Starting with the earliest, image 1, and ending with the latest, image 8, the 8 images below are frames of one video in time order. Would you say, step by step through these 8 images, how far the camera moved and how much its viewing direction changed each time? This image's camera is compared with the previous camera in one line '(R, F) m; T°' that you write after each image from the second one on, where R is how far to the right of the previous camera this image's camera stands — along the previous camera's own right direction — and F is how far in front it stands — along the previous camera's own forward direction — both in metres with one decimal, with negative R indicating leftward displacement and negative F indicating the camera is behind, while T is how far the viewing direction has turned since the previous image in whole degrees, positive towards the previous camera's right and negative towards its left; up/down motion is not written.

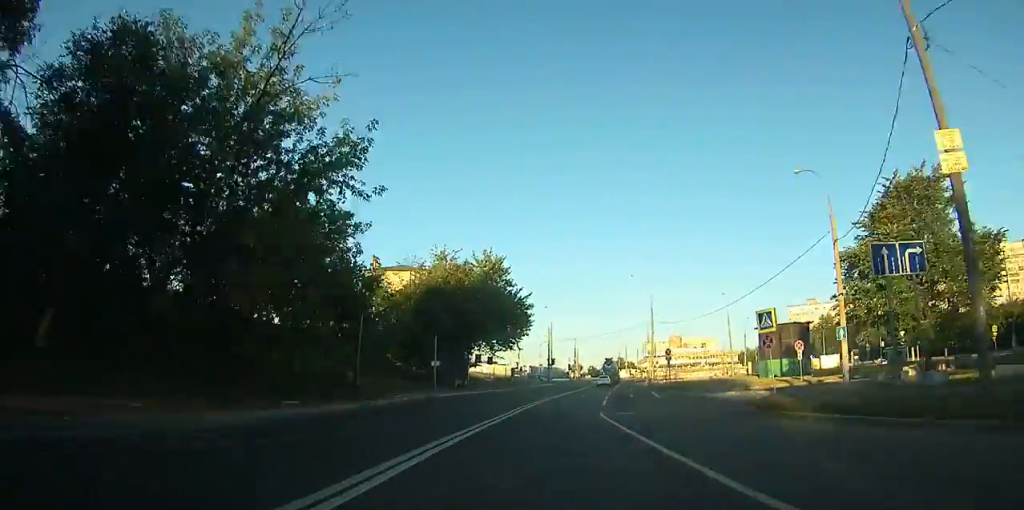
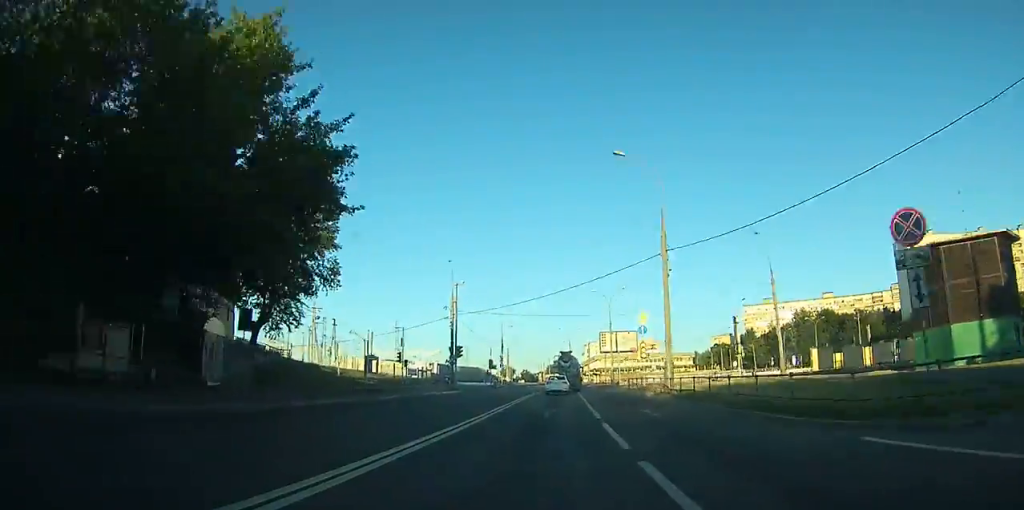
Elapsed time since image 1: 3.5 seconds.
(+0.9, +42.6) m; +3°
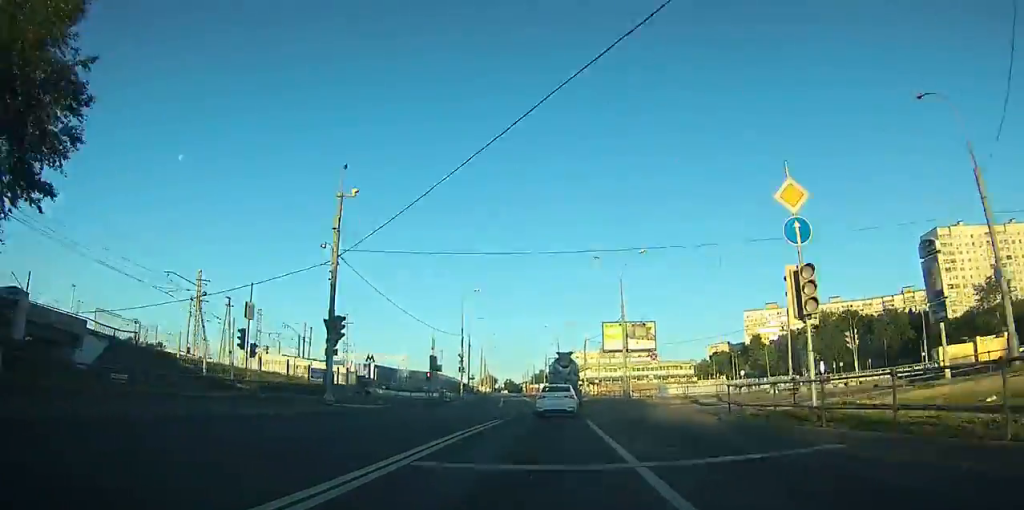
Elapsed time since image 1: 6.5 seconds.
(+0.8, +31.4) m; +3°
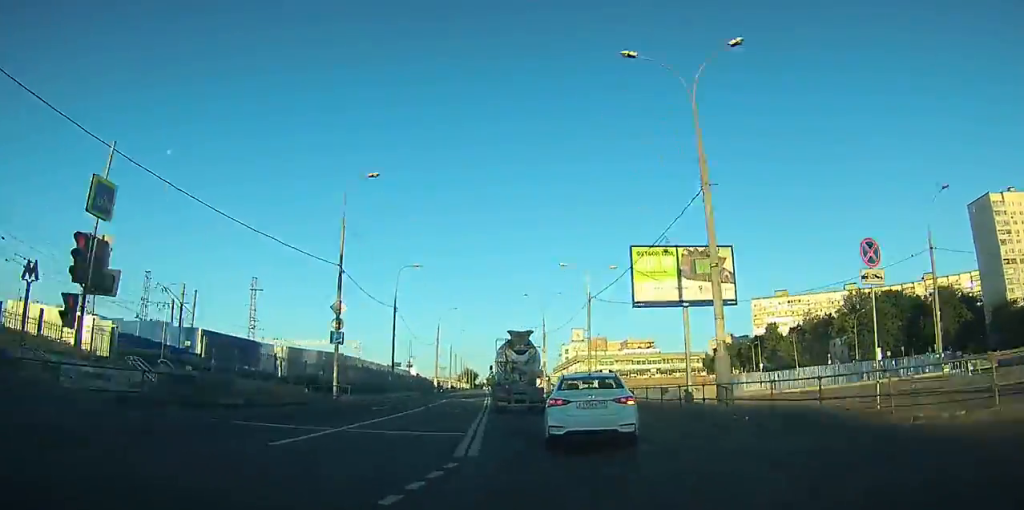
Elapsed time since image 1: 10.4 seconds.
(+1.0, +36.7) m; +1°
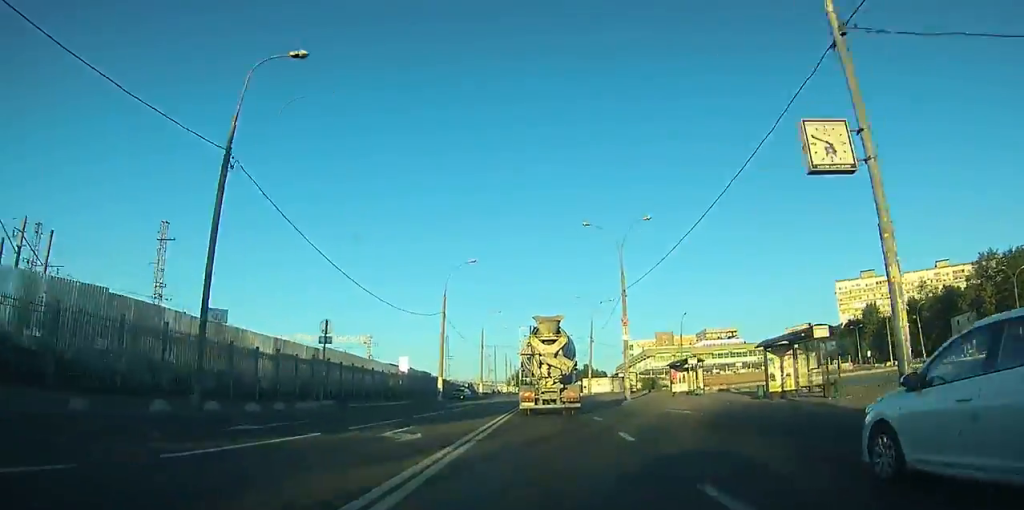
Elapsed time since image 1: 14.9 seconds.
(-1.0, +36.9) m; -3°
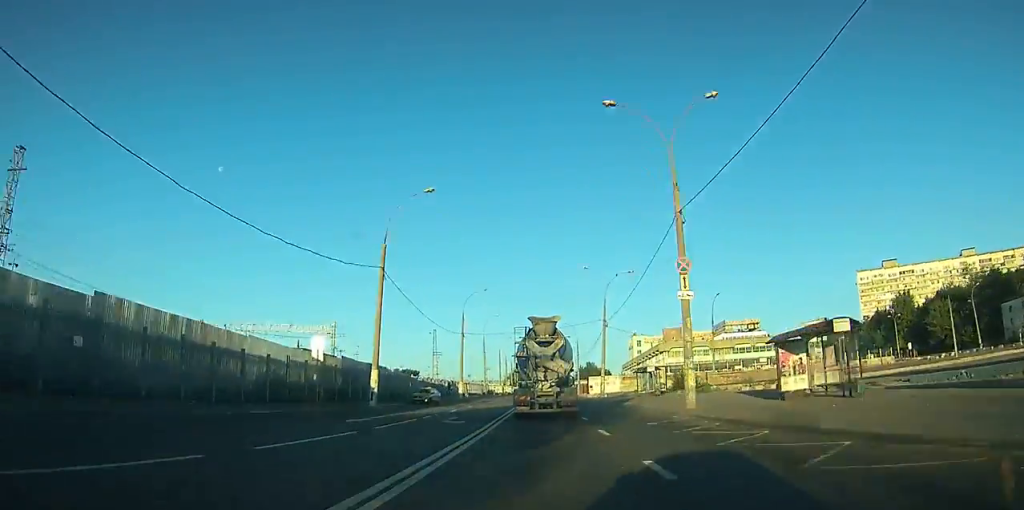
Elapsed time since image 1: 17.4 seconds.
(-0.4, +20.5) m; 0°
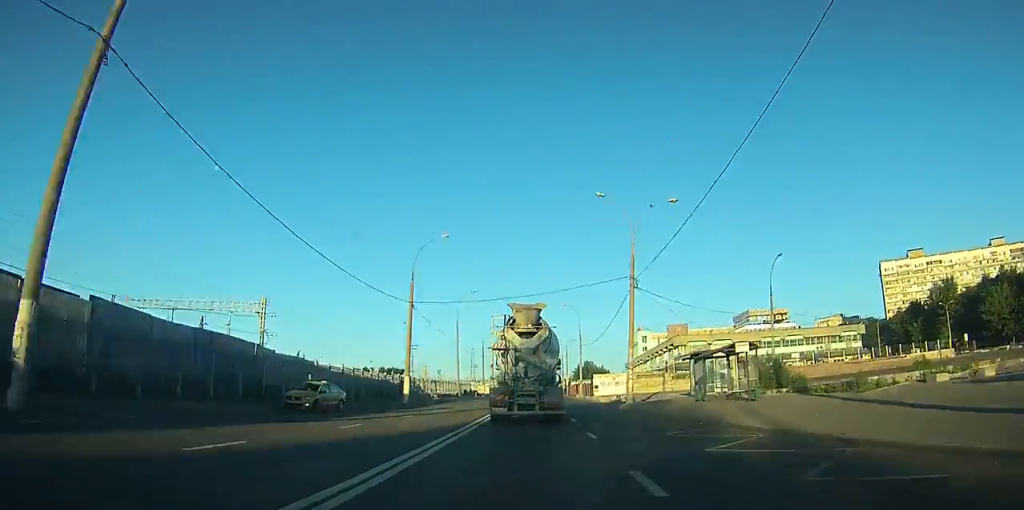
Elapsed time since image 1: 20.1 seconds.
(+0.2, +24.1) m; +1°
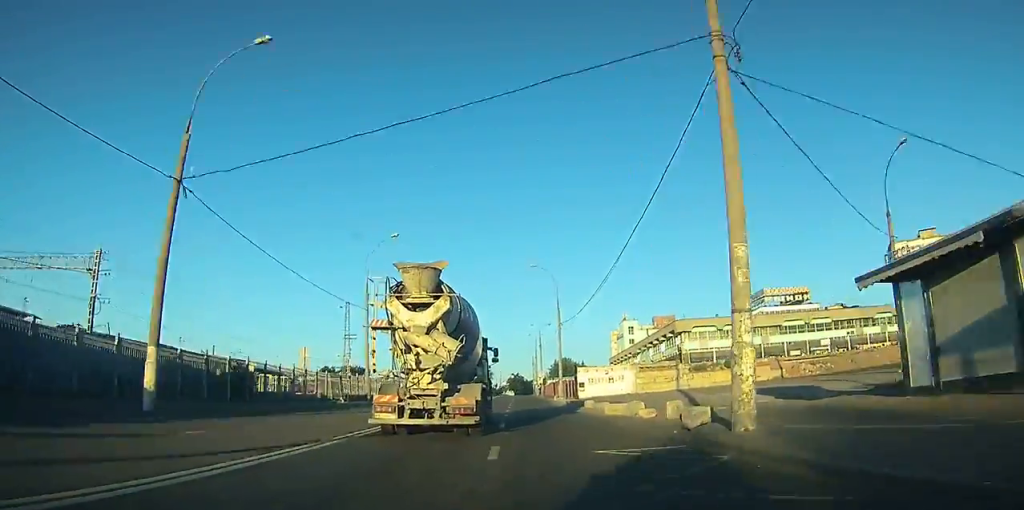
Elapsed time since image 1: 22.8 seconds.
(+0.3, +26.5) m; 0°
